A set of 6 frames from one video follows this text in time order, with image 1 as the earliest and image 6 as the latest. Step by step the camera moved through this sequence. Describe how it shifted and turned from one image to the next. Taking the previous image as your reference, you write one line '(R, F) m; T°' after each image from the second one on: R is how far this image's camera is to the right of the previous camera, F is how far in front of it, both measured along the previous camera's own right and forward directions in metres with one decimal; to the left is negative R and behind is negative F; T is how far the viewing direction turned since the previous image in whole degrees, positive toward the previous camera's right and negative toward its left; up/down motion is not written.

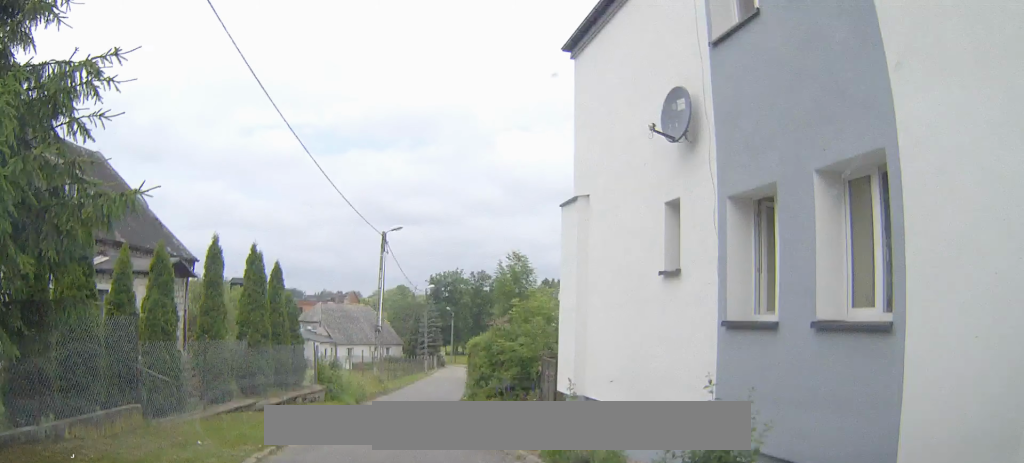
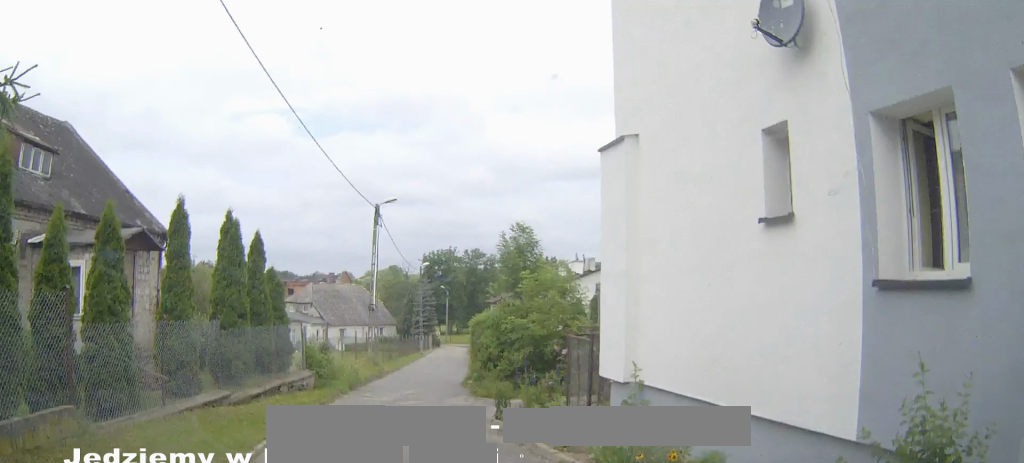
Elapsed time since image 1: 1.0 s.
(-0.1, +2.5) m; -1°
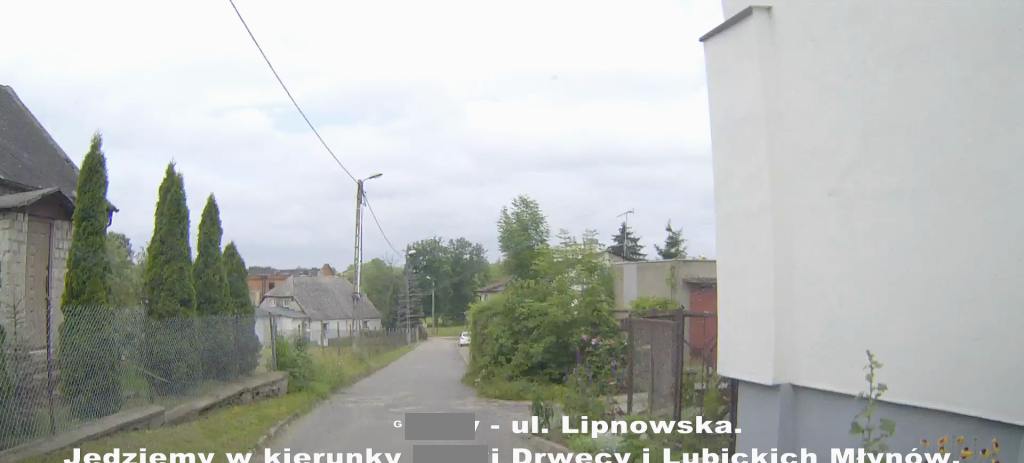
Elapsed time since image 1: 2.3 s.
(+0.1, +3.9) m; +4°
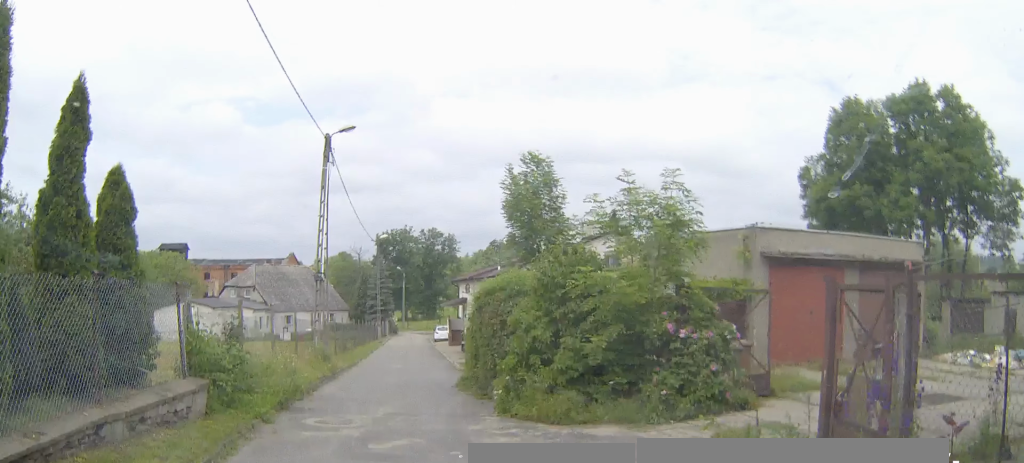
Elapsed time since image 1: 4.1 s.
(+0.3, +6.1) m; +3°
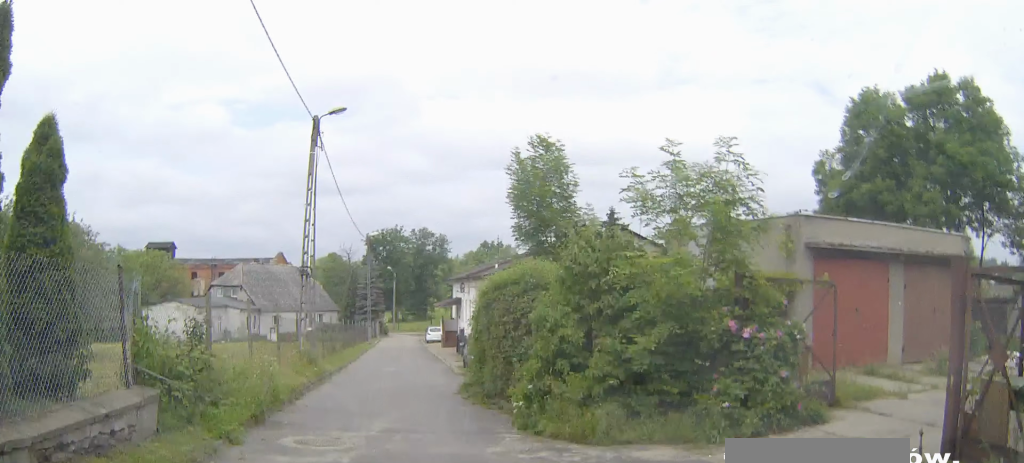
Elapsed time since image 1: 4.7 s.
(0.0, +2.3) m; -1°
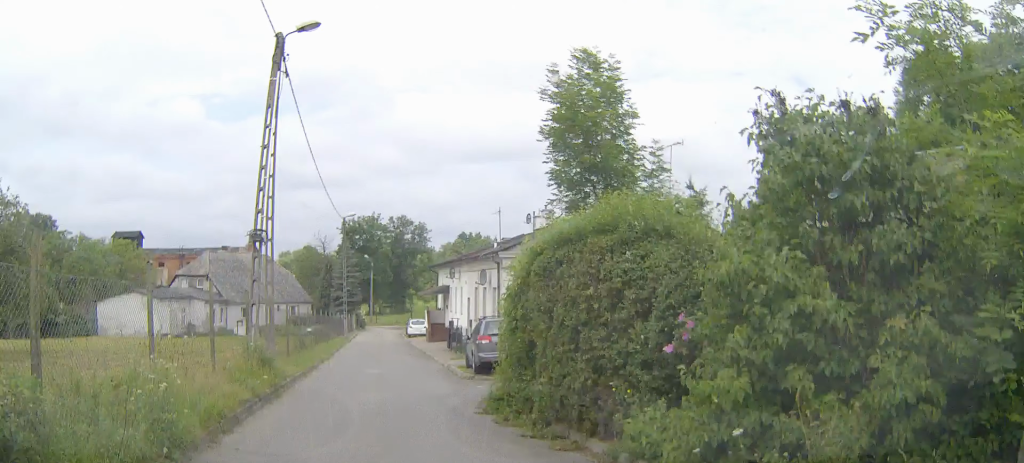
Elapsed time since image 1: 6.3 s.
(-0.1, +6.2) m; -2°
